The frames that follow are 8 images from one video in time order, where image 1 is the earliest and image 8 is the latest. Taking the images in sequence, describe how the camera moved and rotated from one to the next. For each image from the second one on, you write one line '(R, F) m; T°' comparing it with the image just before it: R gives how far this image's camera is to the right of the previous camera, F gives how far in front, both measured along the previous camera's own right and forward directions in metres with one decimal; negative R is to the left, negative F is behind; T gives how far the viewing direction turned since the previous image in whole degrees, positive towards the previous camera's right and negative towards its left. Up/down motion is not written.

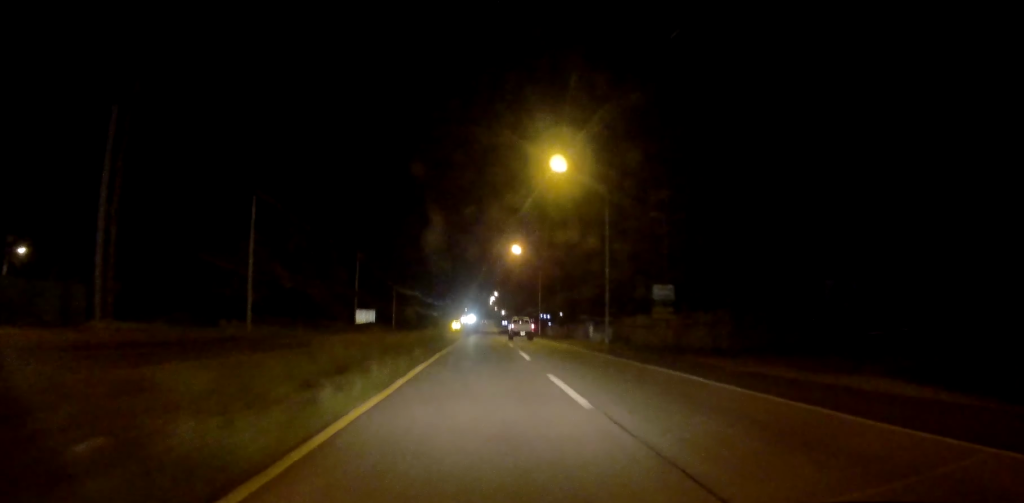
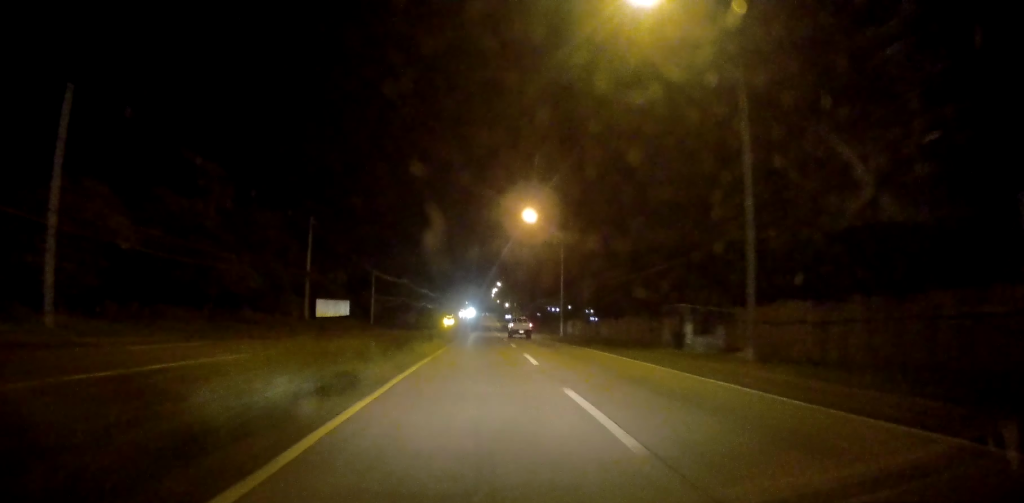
(-0.2, +27.8) m; 0°
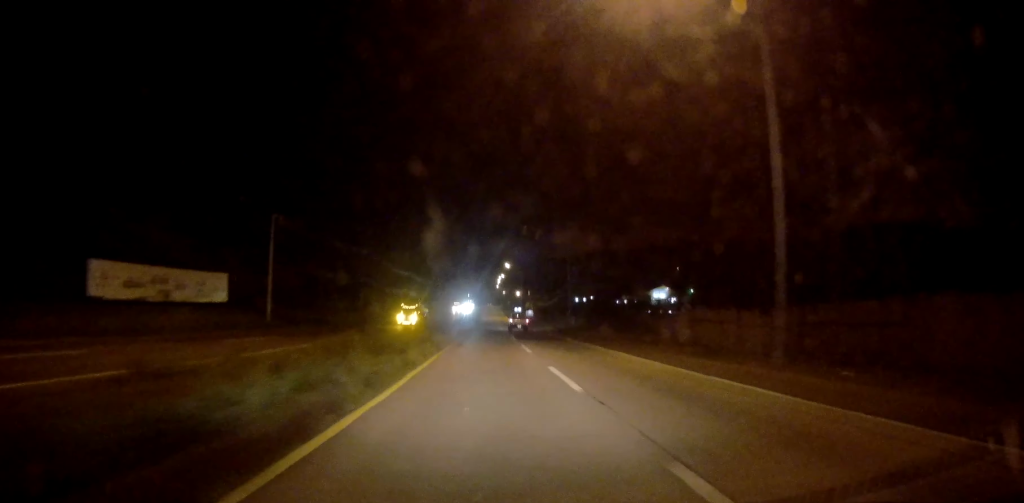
(+0.2, +54.0) m; 0°
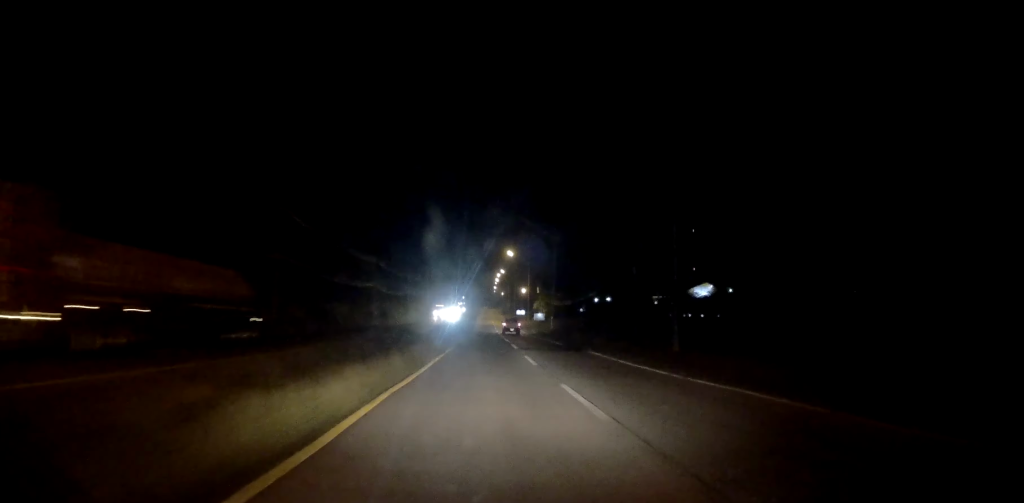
(0.0, +39.5) m; 0°
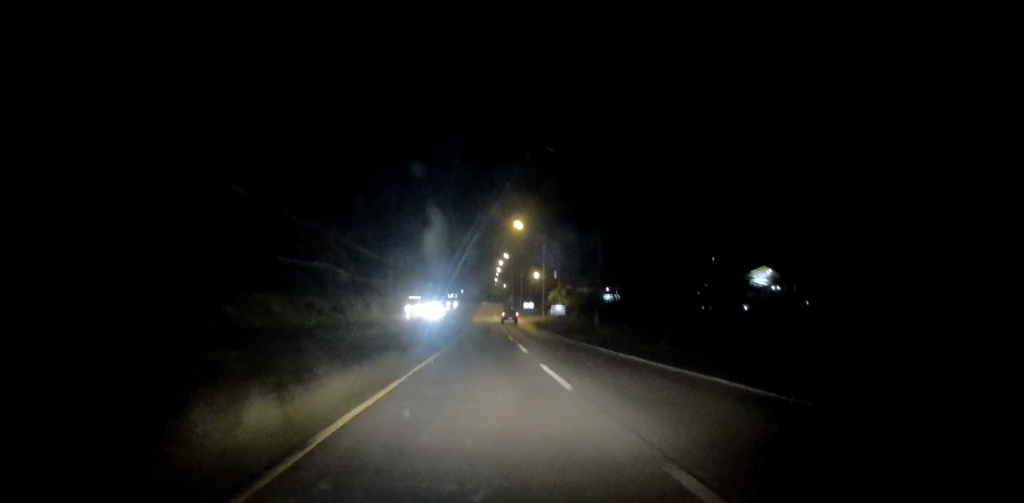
(0.0, +32.0) m; 0°
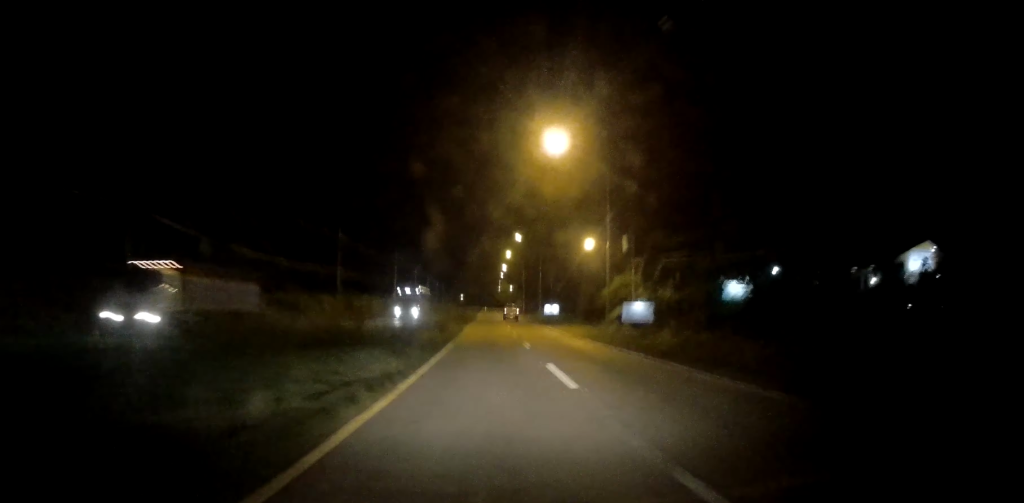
(+0.1, +47.0) m; 0°
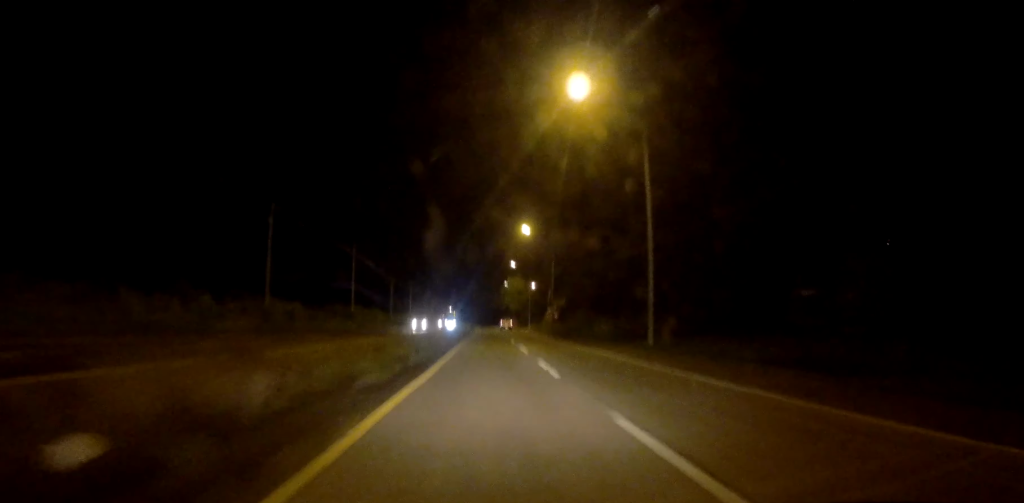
(-0.8, +115.7) m; 0°
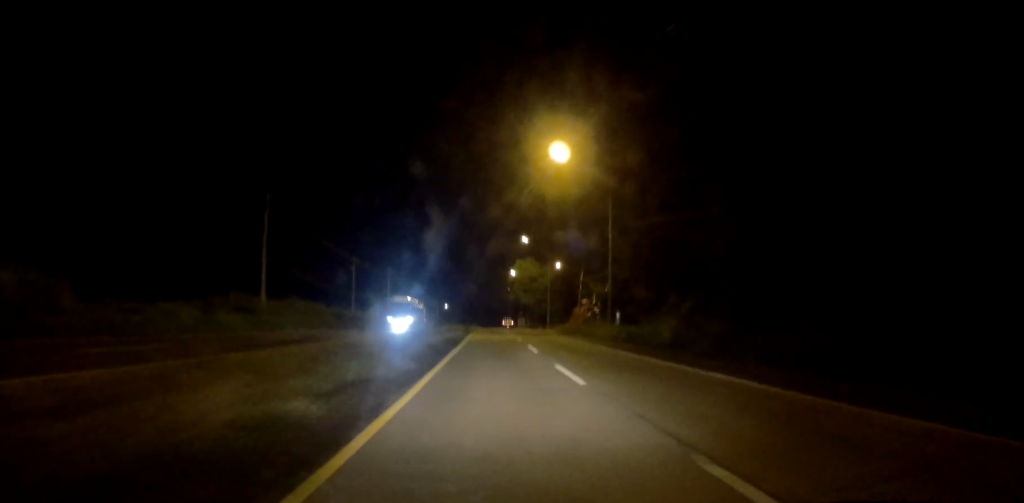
(+0.2, +38.9) m; 0°
